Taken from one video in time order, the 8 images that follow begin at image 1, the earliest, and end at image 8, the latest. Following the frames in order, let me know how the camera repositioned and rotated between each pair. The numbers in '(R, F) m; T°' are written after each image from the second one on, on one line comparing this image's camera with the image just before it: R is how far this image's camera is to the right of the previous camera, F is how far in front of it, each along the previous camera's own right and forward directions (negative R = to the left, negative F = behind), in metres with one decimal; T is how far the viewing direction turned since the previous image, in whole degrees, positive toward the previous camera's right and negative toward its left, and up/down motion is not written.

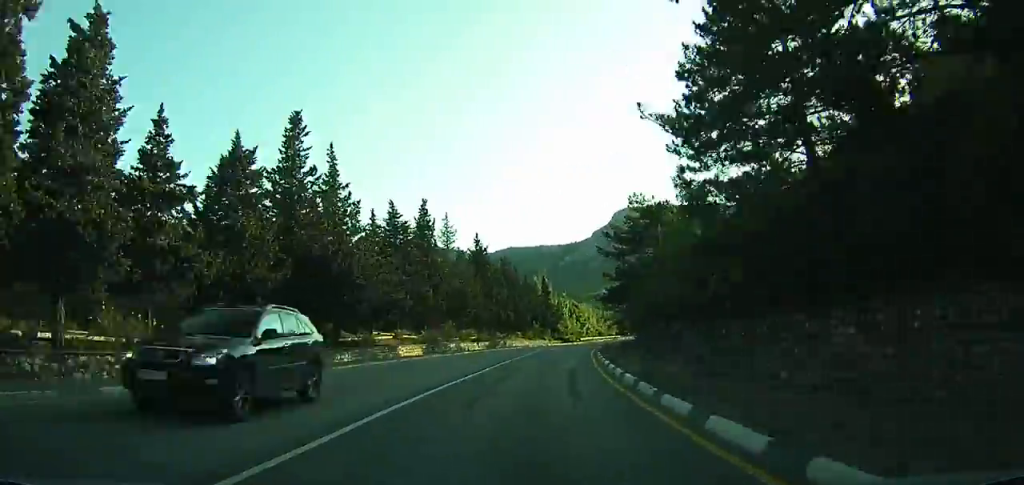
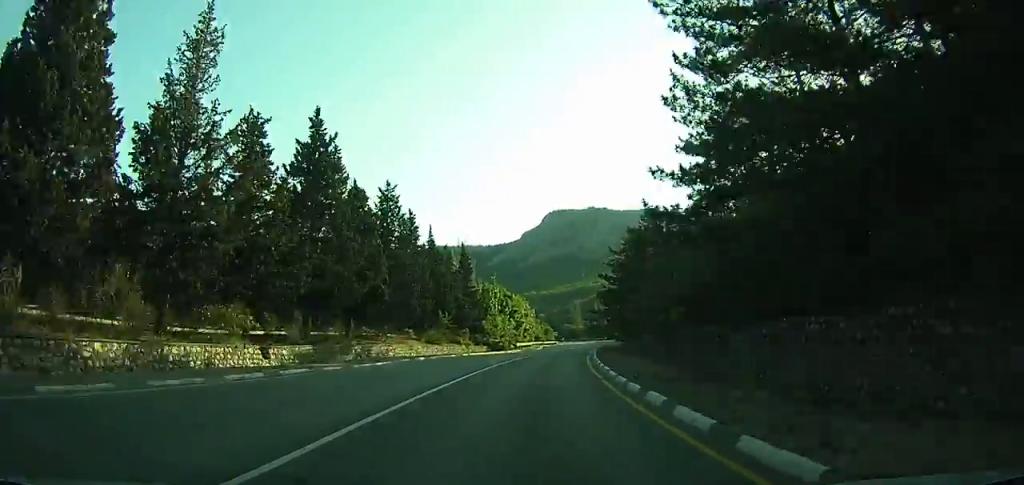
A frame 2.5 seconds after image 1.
(+3.4, +37.4) m; +8°
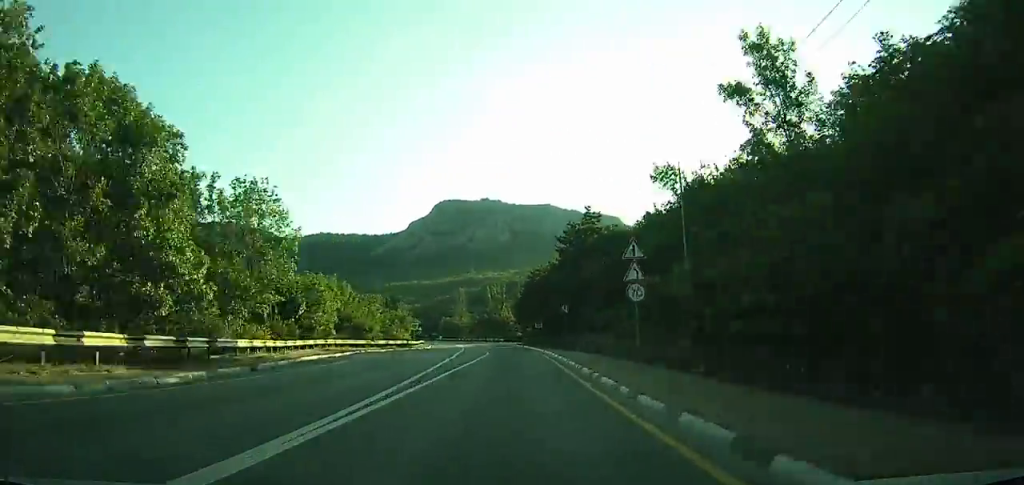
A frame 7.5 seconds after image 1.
(+7.7, +77.7) m; +9°
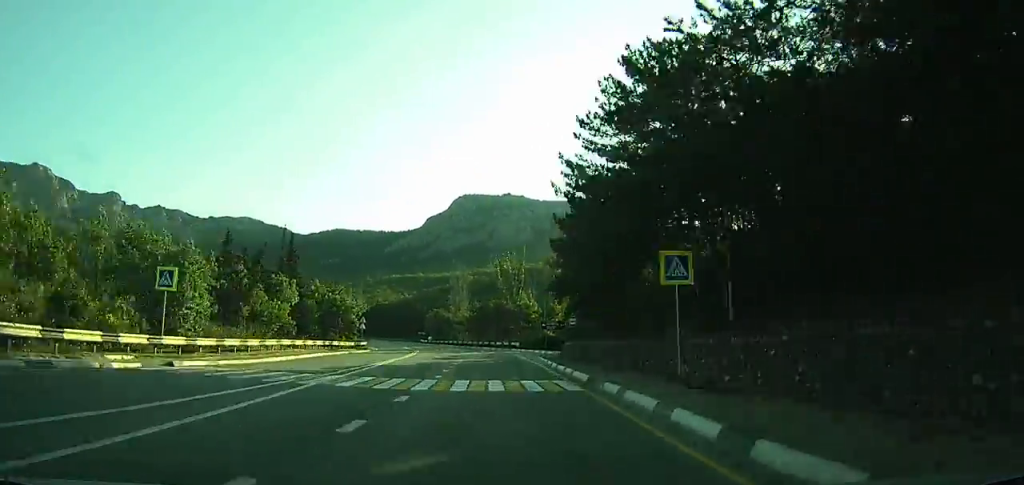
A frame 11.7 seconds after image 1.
(+1.0, +65.3) m; -1°
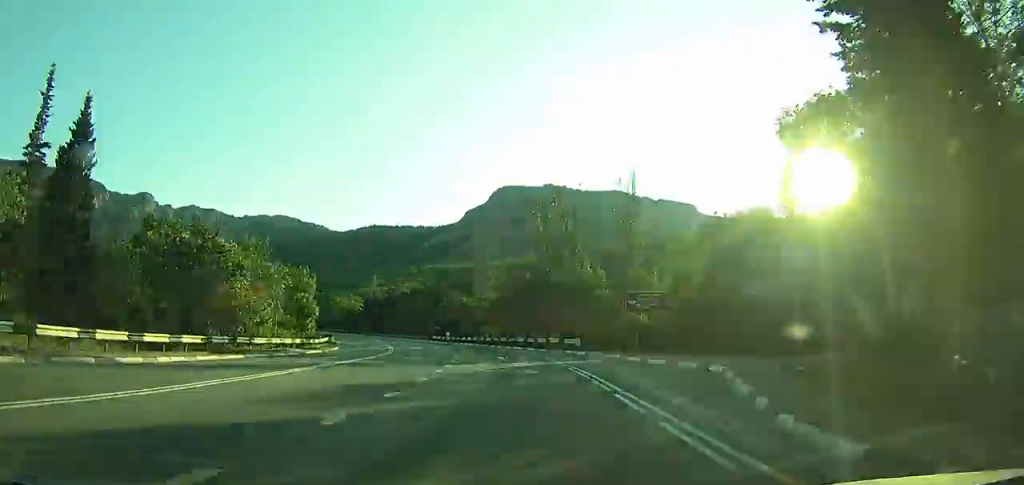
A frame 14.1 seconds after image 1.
(-0.9, +35.9) m; -4°
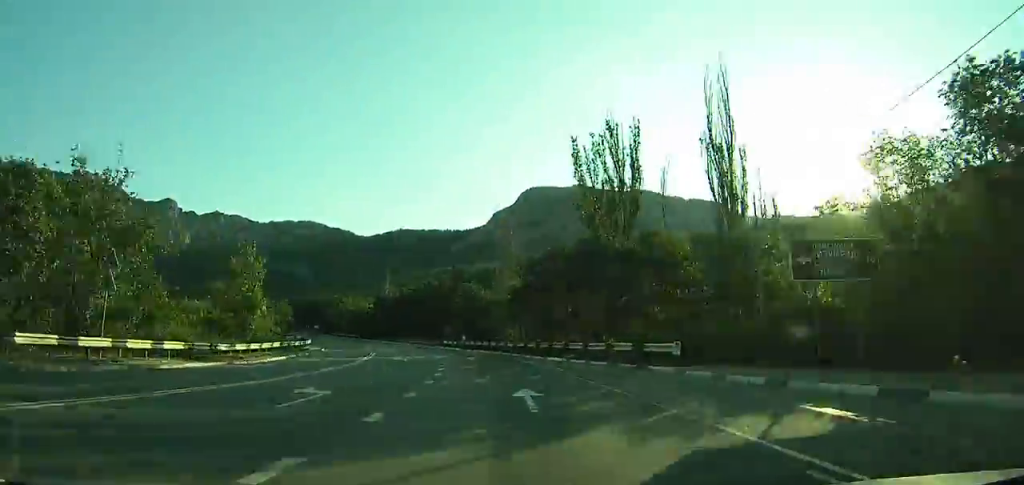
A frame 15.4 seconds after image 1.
(+0.5, +19.2) m; -3°
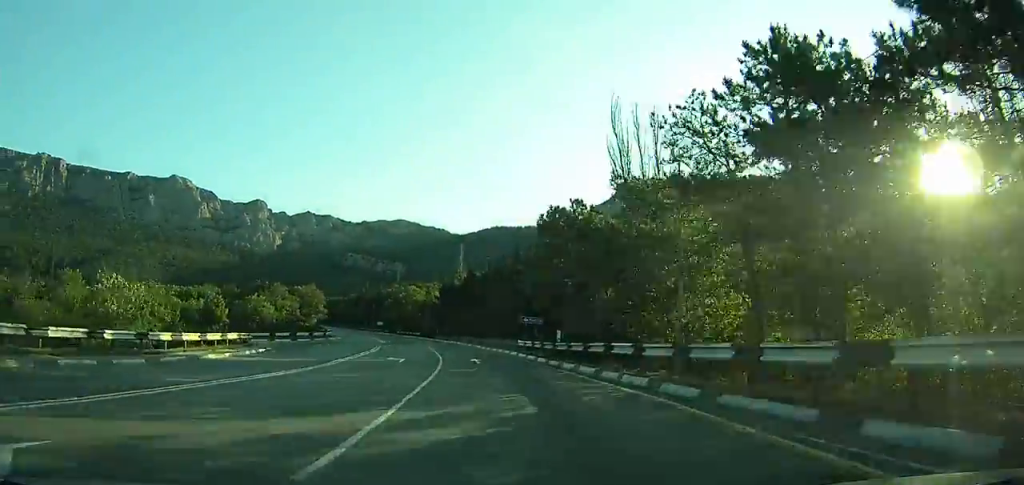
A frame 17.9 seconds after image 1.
(-3.0, +35.8) m; -8°
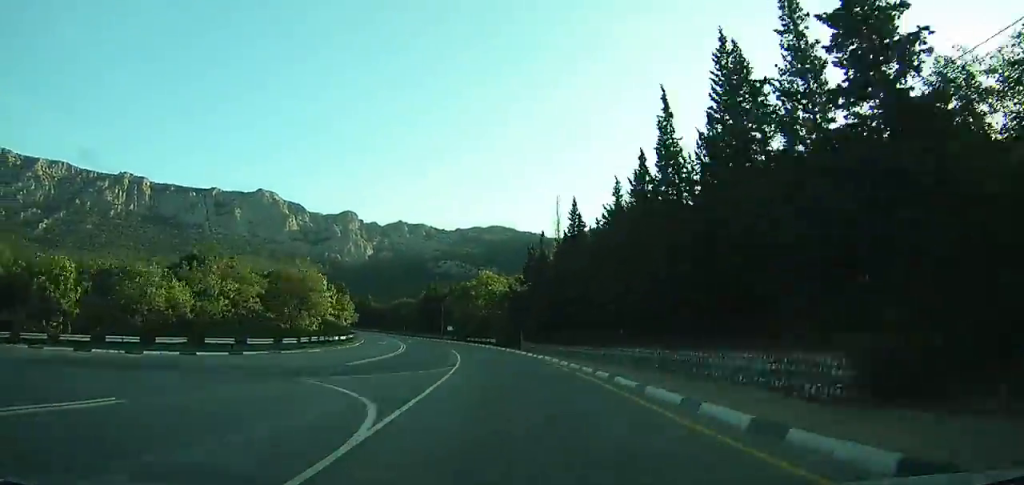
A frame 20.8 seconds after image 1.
(-3.4, +42.9) m; -9°
